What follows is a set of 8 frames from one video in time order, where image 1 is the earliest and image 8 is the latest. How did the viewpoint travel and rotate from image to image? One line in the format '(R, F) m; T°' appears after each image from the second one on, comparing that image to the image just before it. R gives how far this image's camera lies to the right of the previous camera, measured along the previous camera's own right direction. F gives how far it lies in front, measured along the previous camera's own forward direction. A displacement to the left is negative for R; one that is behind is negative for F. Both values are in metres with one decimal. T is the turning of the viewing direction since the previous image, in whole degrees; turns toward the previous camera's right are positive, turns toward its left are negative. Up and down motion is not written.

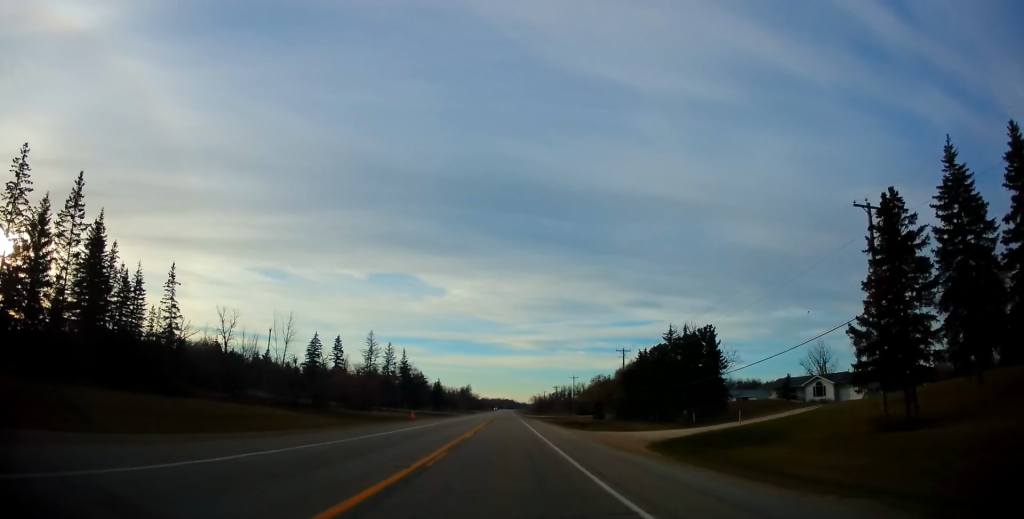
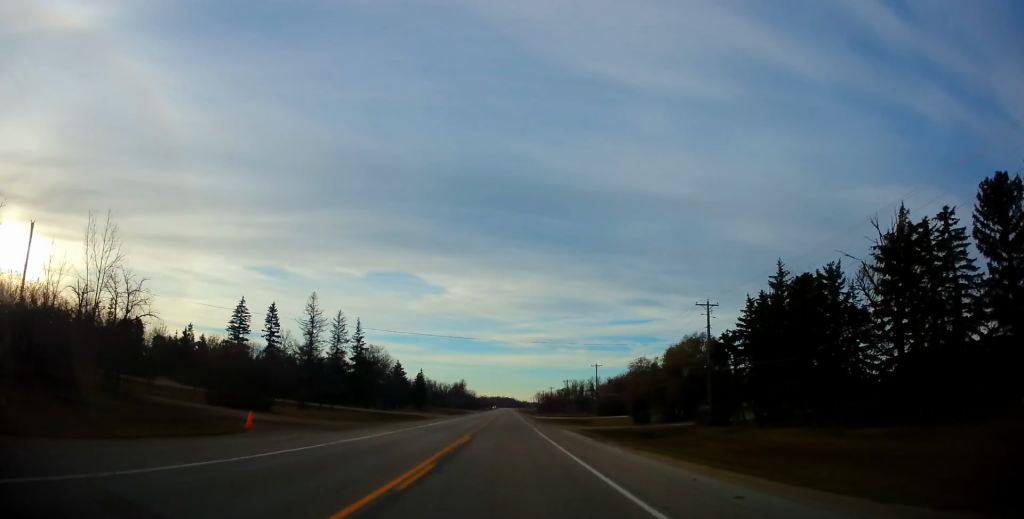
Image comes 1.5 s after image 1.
(0.0, +43.9) m; -1°
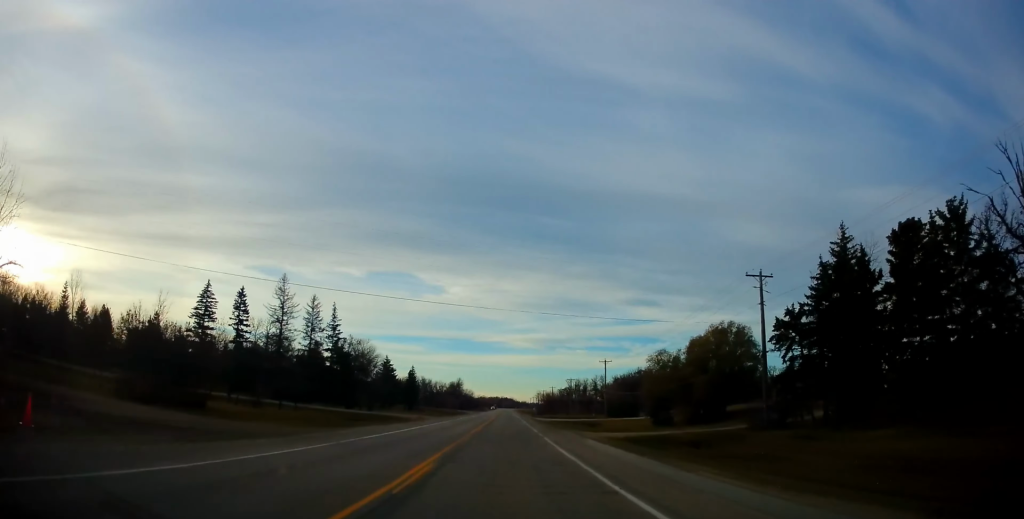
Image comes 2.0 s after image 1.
(-0.2, +13.3) m; +1°
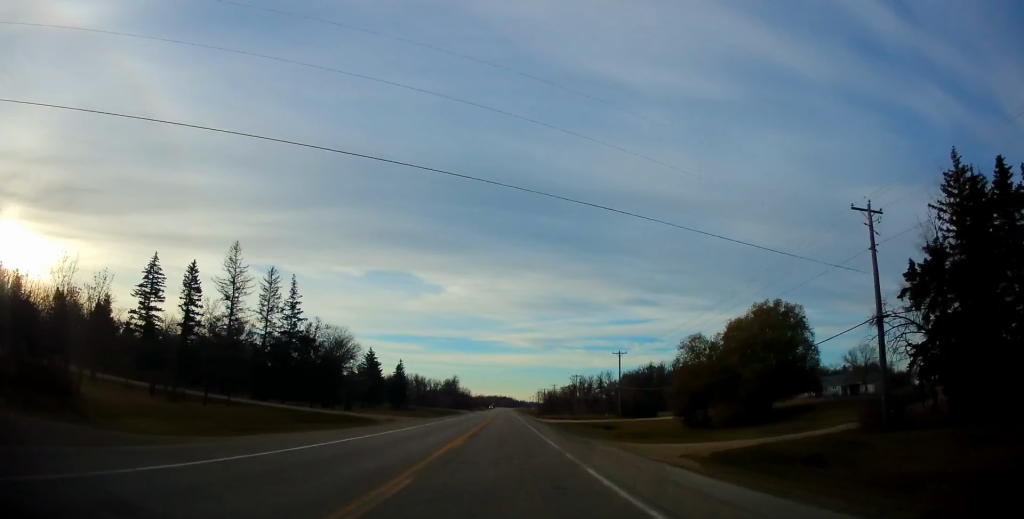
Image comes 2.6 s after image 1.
(-0.3, +16.1) m; +1°
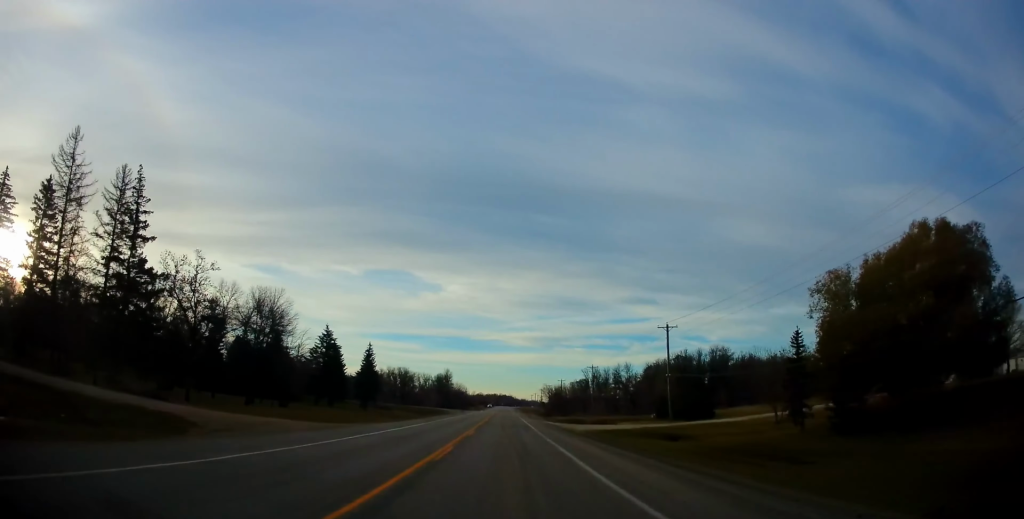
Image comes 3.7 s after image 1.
(+0.8, +30.3) m; 0°
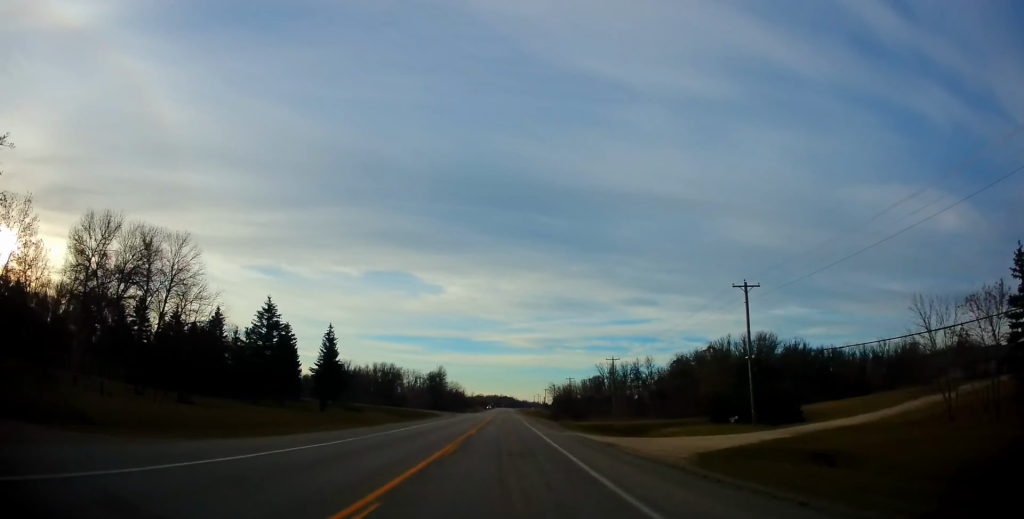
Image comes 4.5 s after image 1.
(-0.8, +23.7) m; -1°
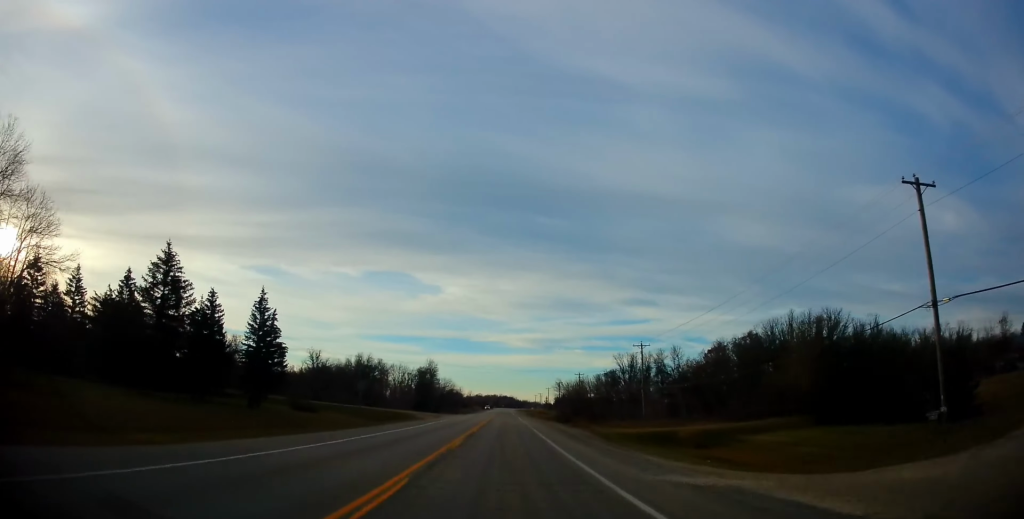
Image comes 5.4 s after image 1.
(+0.6, +22.1) m; +1°
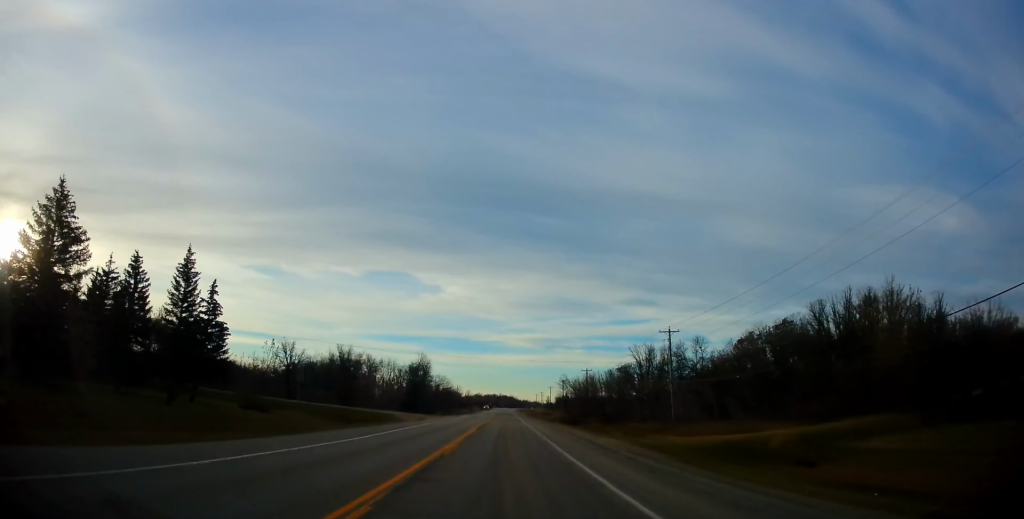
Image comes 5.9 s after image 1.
(-0.1, +14.2) m; 0°
